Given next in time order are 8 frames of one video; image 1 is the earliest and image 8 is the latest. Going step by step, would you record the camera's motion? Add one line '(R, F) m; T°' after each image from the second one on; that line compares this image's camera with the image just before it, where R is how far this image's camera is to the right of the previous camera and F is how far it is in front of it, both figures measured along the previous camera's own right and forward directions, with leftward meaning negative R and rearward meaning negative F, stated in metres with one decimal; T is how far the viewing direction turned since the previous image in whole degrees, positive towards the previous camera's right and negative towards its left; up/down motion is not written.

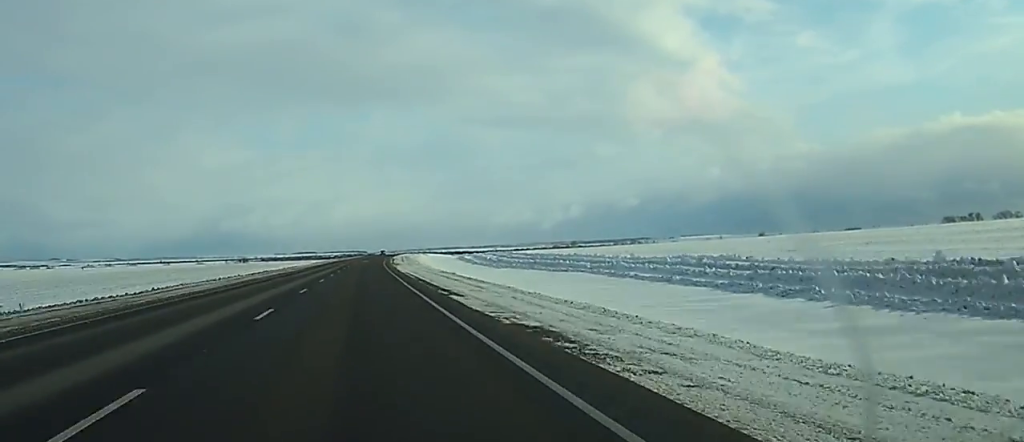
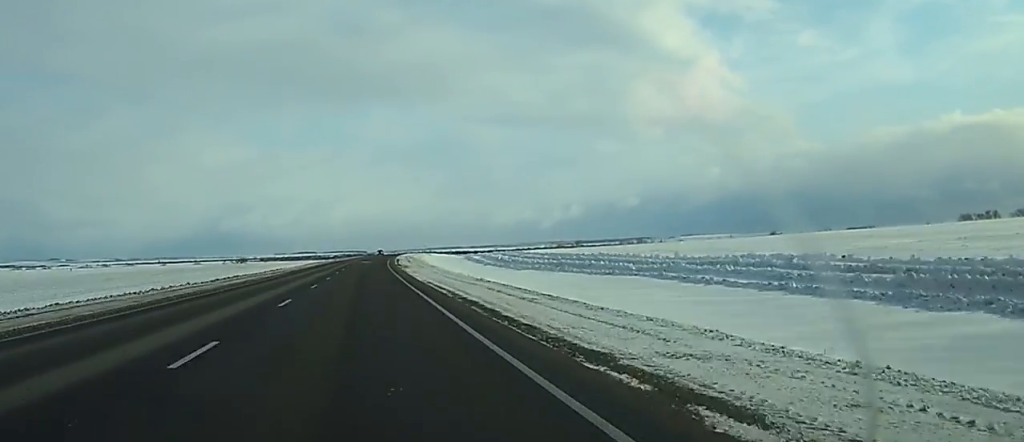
(0.0, +19.1) m; 0°
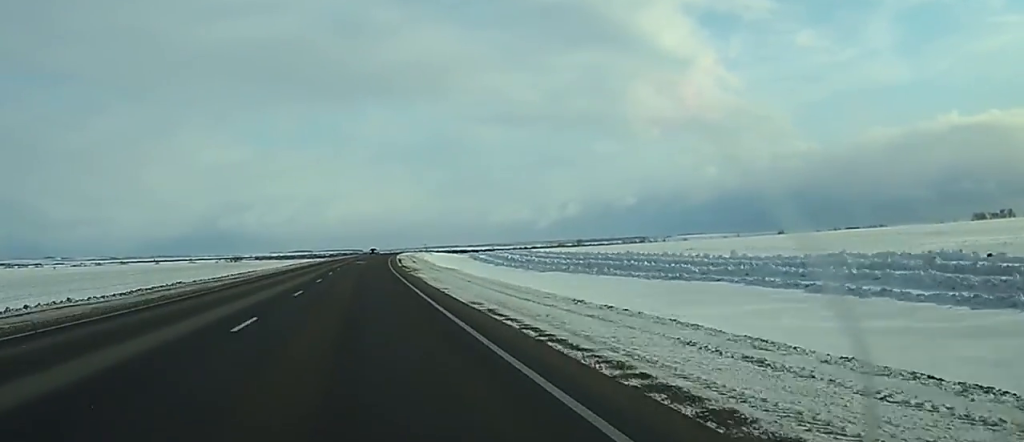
(+0.1, +19.2) m; 0°
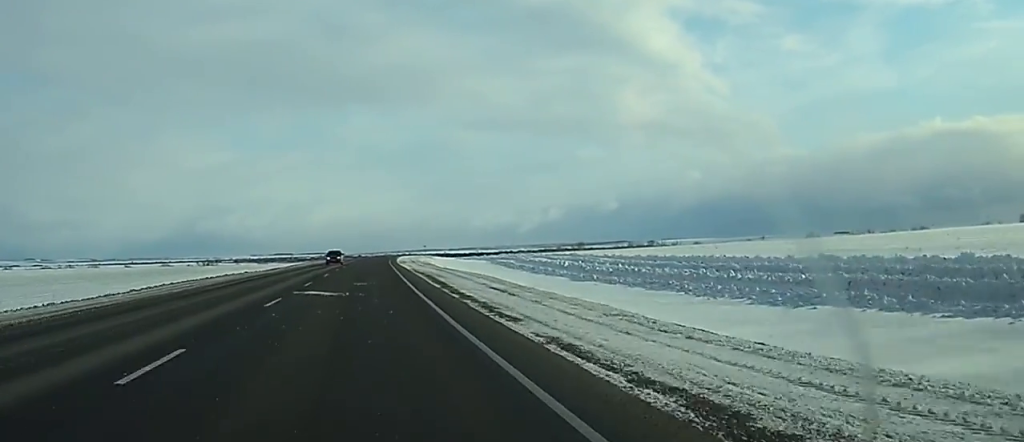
(+0.3, +65.3) m; +1°
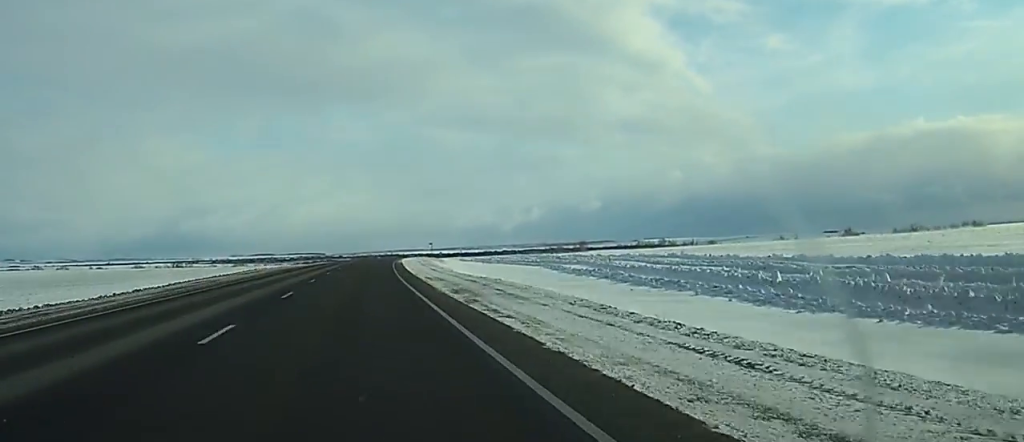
(+0.3, +67.8) m; +1°
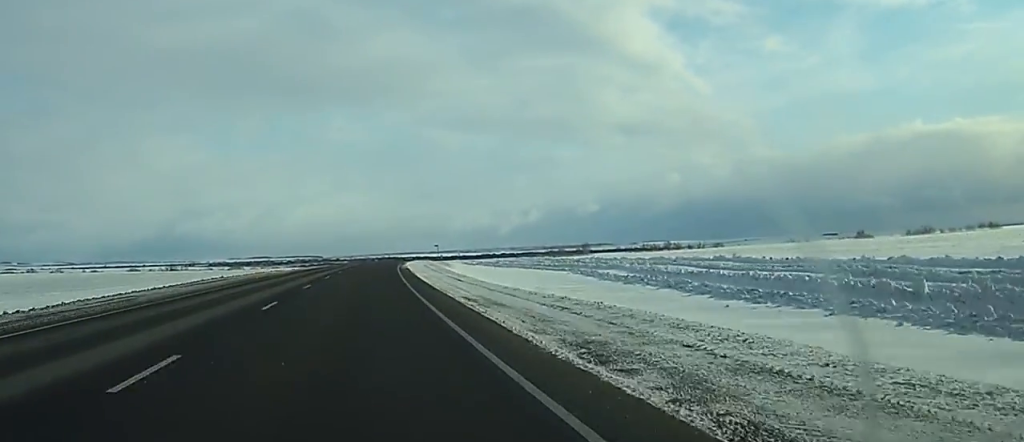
(0.0, +16.2) m; 0°
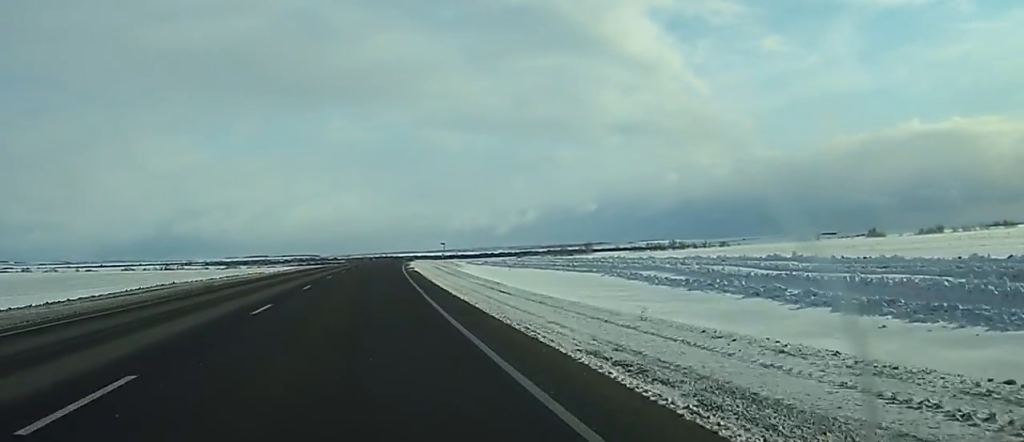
(0.0, +14.0) m; 0°
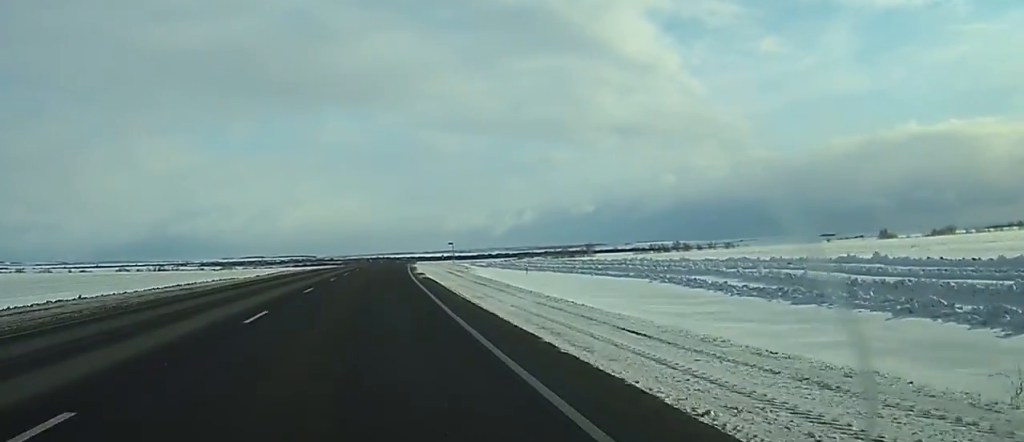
(0.0, +14.0) m; 0°
